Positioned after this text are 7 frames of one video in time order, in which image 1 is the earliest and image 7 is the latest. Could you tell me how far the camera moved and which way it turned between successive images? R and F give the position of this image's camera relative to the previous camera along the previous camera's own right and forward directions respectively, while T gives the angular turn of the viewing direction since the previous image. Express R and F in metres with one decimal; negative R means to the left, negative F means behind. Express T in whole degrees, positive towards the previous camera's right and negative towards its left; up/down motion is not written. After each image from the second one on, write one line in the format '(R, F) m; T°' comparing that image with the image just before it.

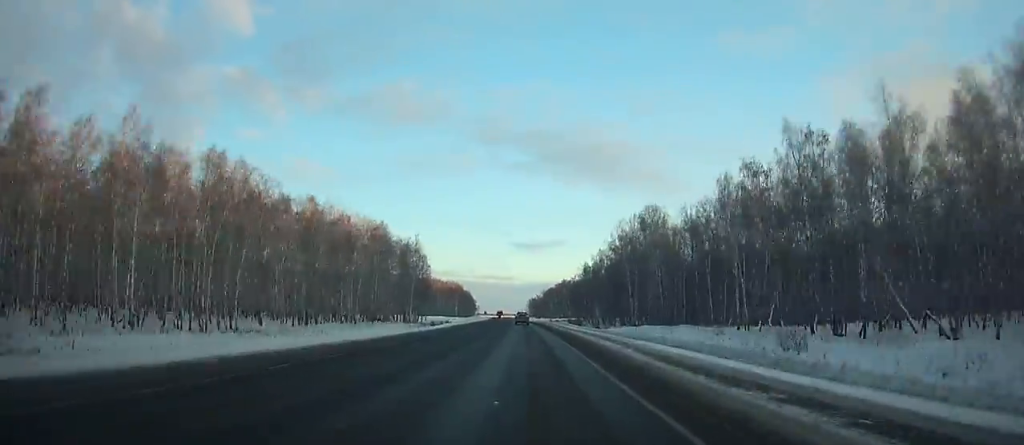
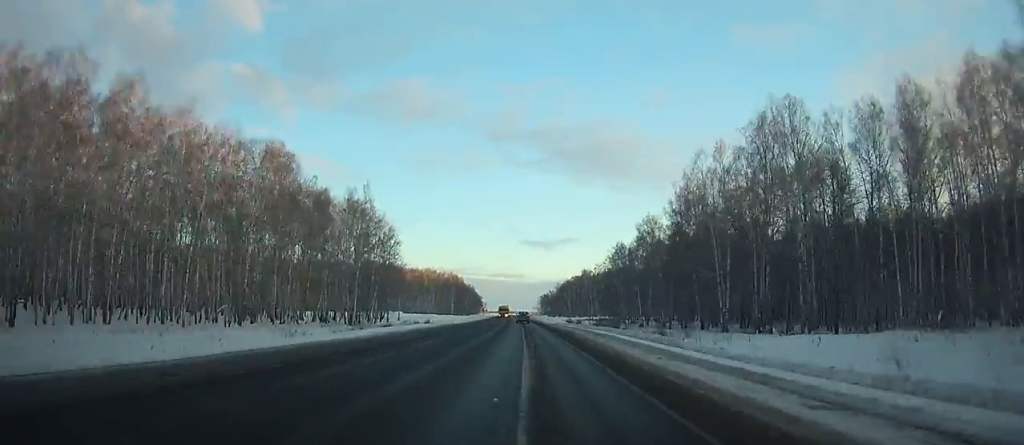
(-0.7, +56.2) m; -1°
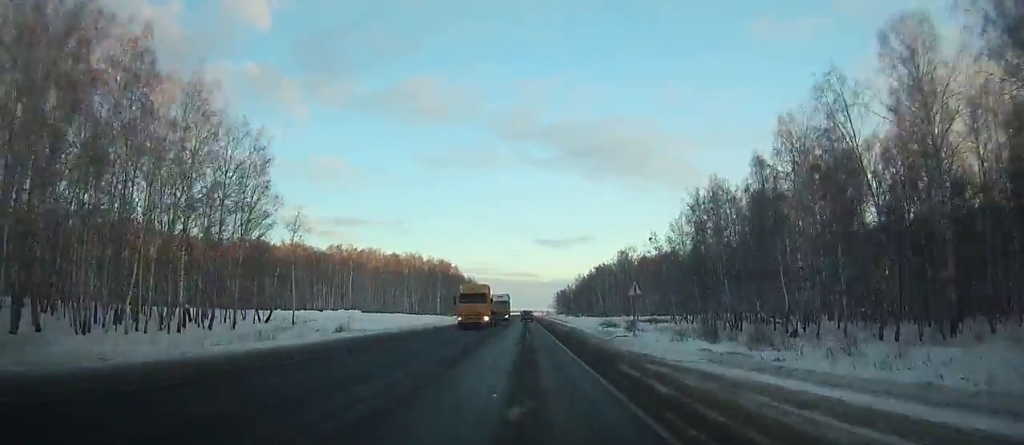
(-0.9, +71.4) m; -1°
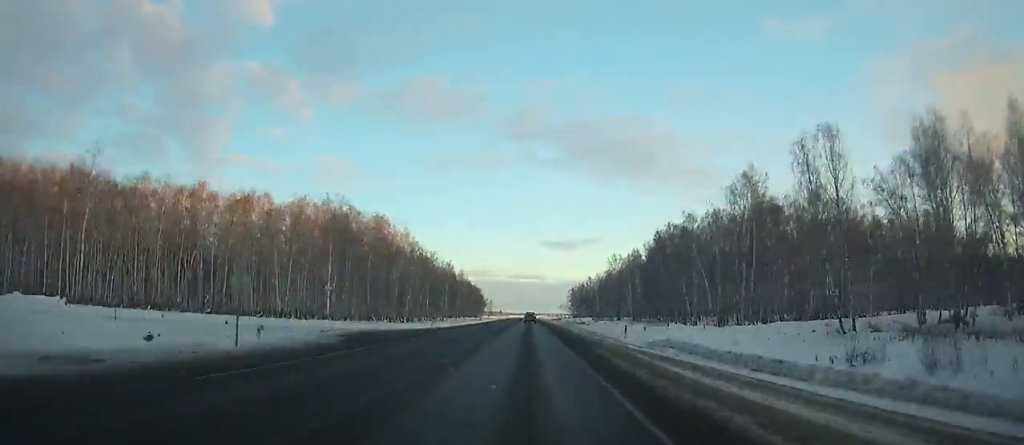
(-1.2, +104.4) m; -1°
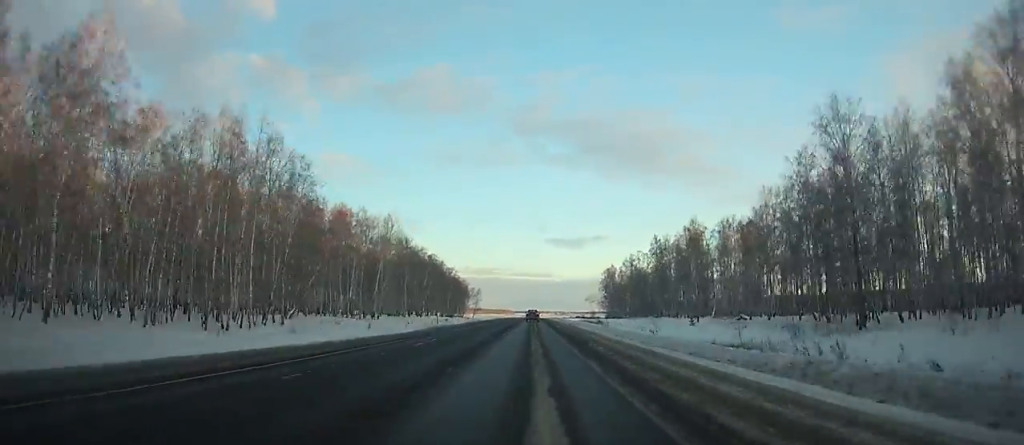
(-0.5, +139.5) m; 0°
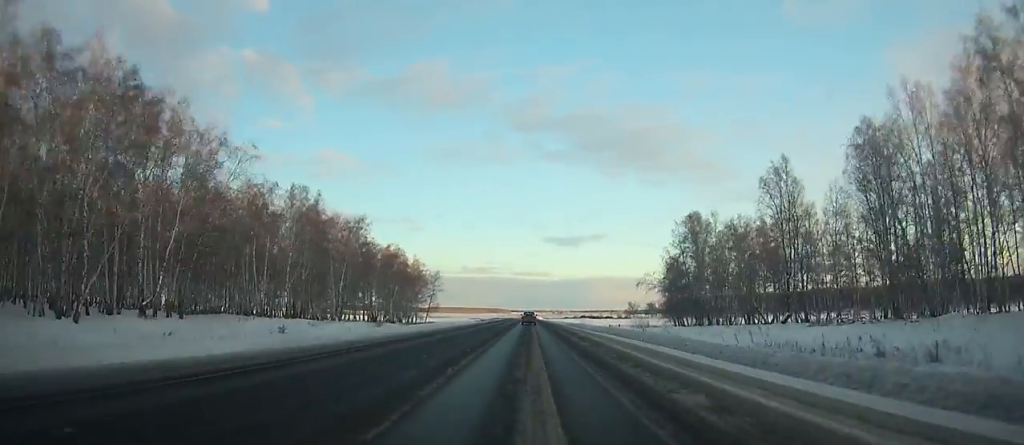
(-0.1, +115.1) m; 0°
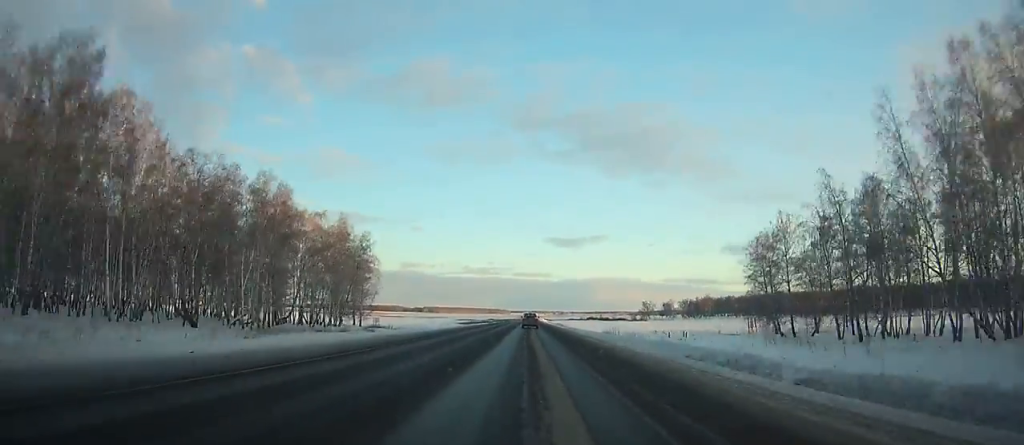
(-0.1, +71.4) m; 0°
